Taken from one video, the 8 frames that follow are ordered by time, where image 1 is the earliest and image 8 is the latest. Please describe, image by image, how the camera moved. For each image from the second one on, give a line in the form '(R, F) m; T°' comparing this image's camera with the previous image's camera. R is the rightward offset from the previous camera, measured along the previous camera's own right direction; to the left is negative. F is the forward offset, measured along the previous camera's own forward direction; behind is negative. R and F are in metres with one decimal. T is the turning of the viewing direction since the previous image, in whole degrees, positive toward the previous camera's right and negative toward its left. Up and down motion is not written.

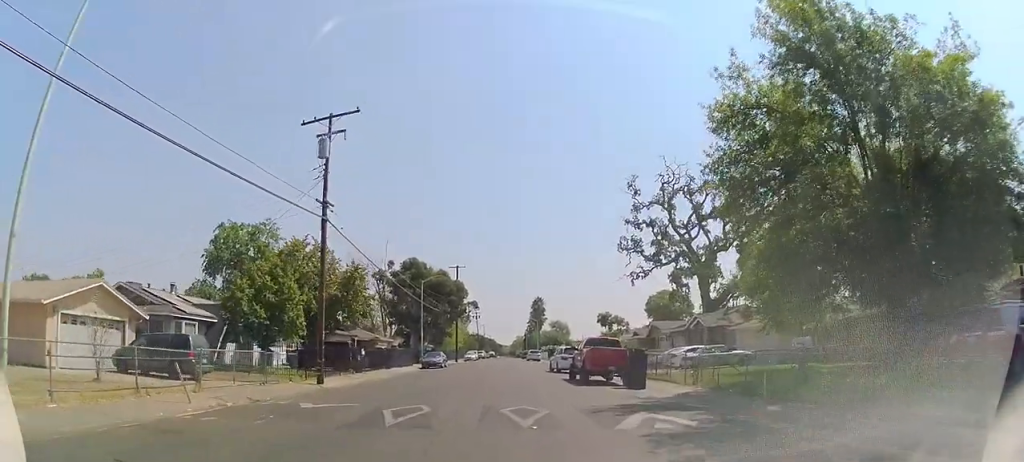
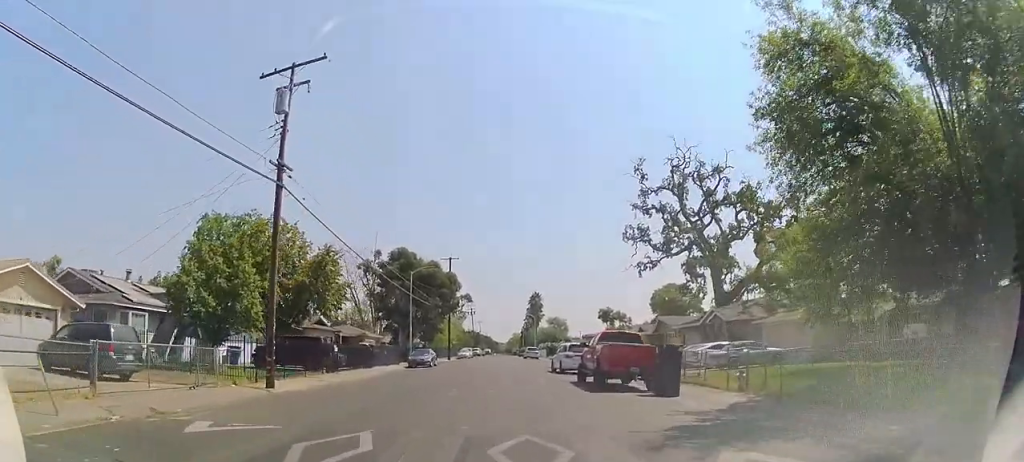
(0.0, +4.7) m; 0°
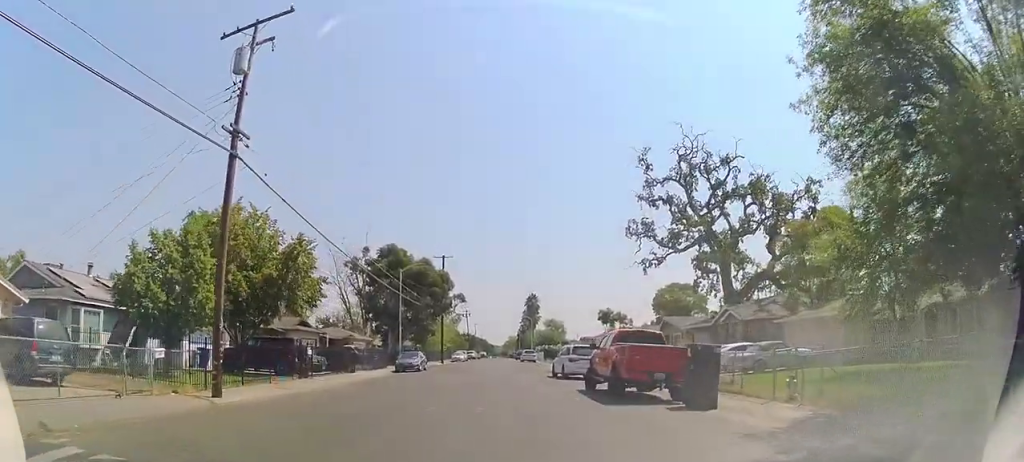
(0.0, +3.7) m; 0°
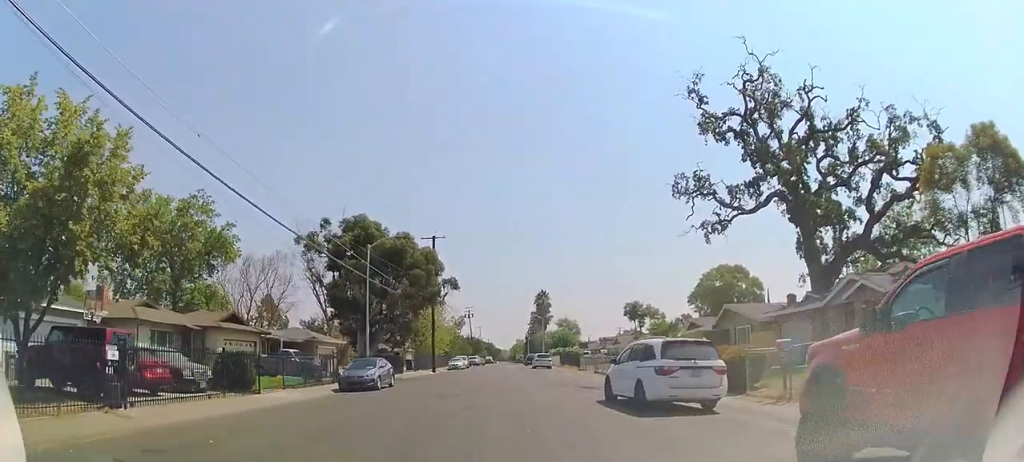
(+0.2, +14.4) m; +5°
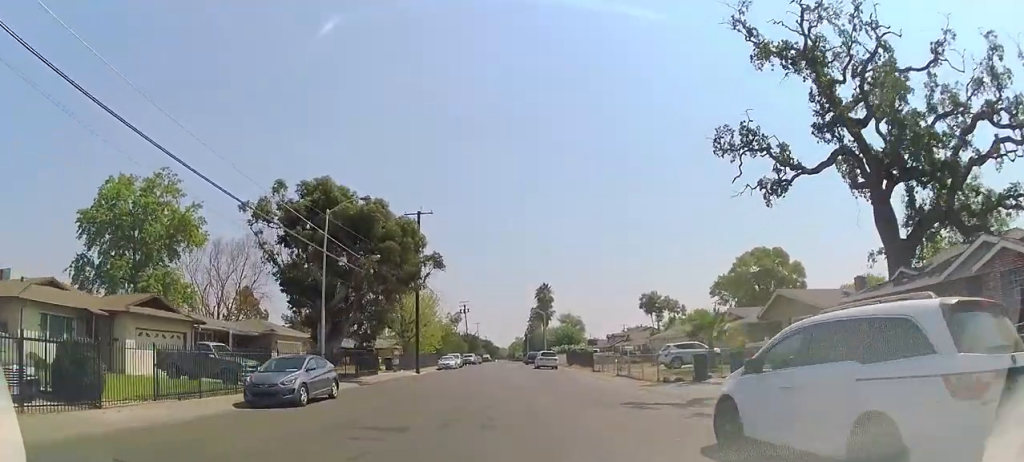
(+0.3, +8.1) m; -1°
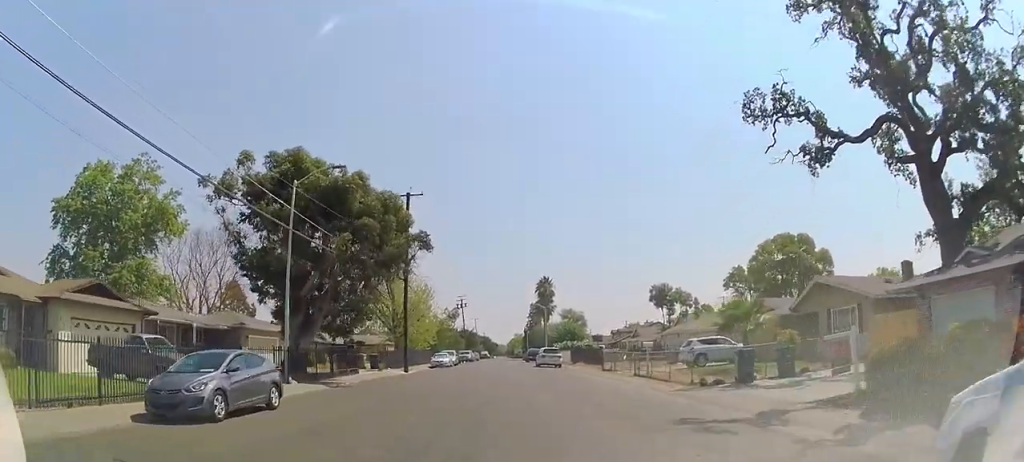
(-0.2, +4.4) m; -2°
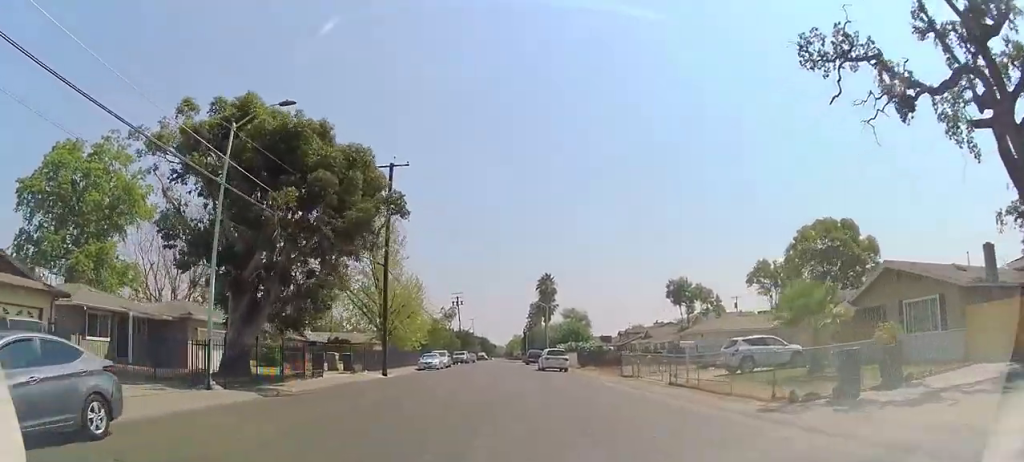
(-0.1, +6.2) m; -1°
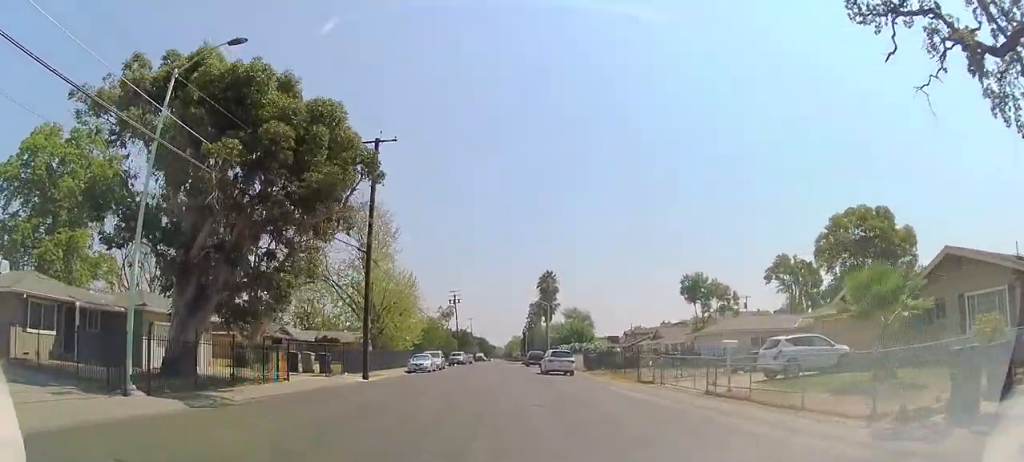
(0.0, +4.1) m; 0°
